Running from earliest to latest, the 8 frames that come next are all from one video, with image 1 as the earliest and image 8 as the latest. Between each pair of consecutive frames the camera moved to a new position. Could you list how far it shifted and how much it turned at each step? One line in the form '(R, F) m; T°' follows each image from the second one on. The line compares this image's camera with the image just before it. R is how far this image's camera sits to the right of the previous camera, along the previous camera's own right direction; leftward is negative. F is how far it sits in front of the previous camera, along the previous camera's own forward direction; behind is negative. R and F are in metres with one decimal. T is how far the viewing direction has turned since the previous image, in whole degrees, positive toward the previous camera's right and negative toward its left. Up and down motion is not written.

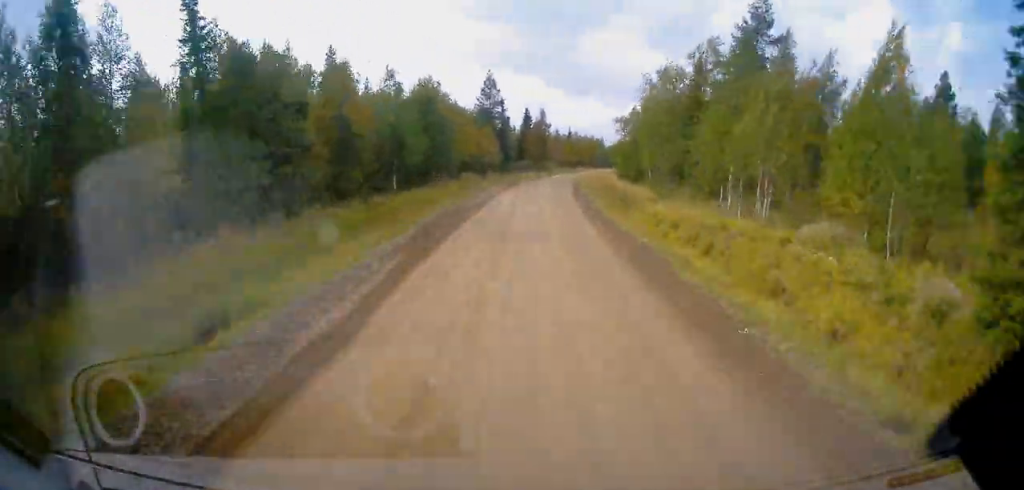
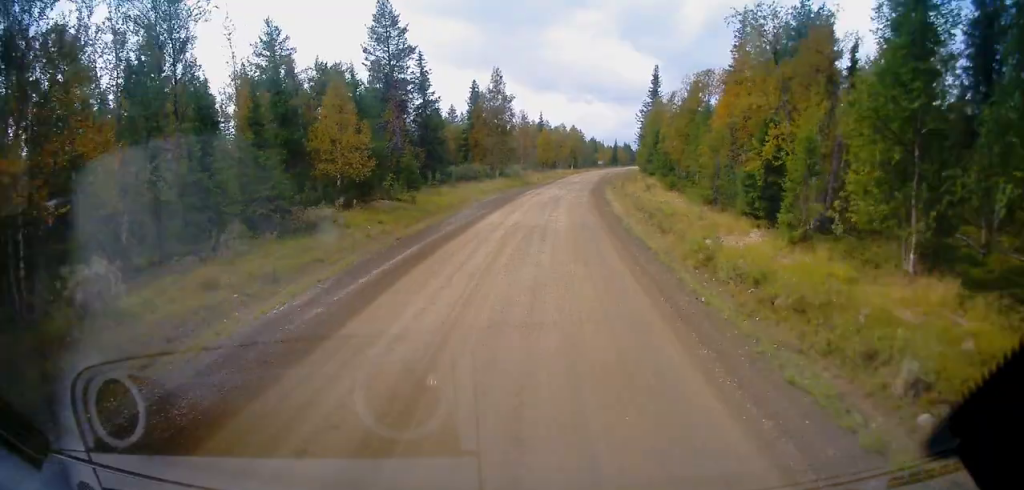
(+1.9, +48.4) m; +5°
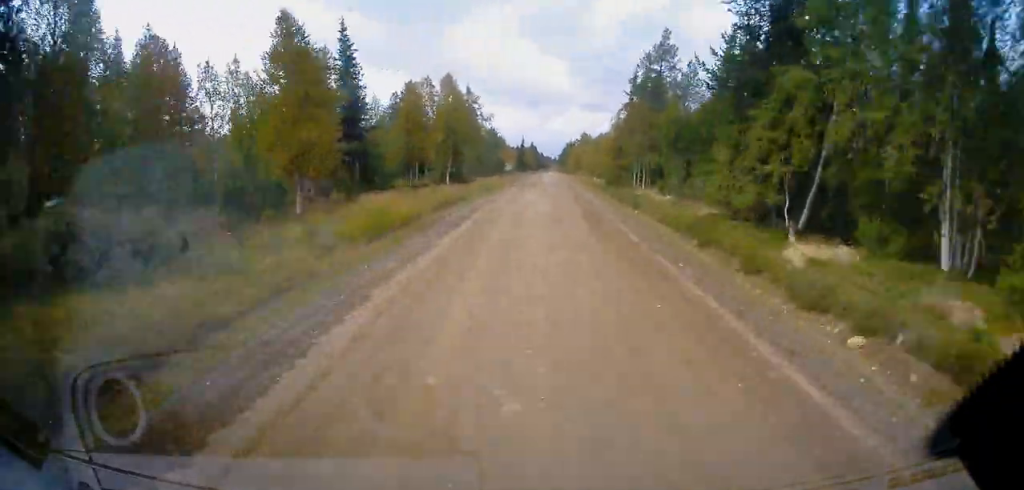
(+5.8, +73.9) m; +7°
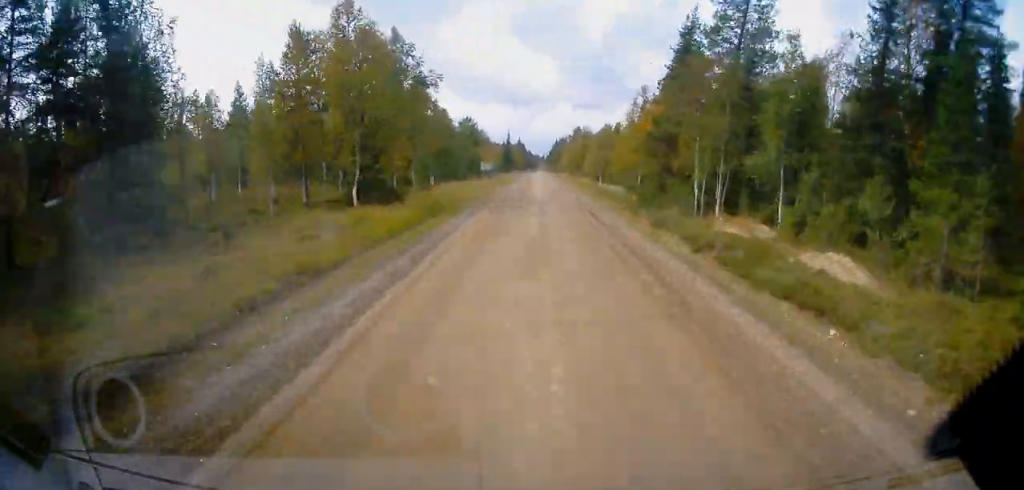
(+0.5, +24.3) m; +1°
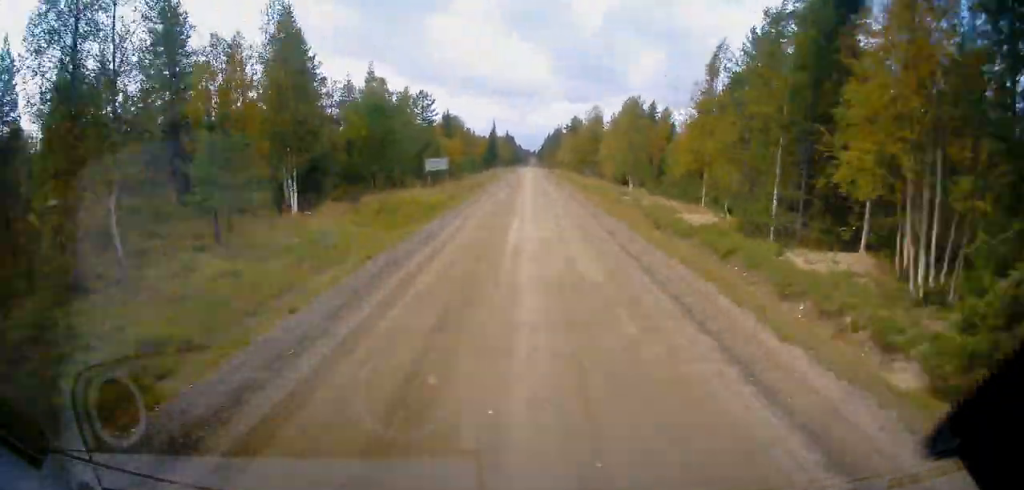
(0.0, +31.3) m; 0°
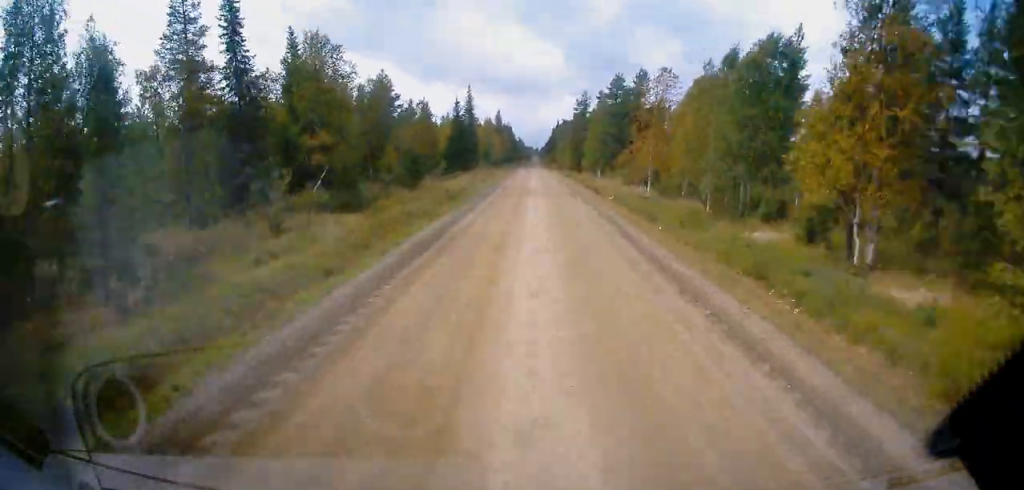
(-0.1, +76.6) m; 0°
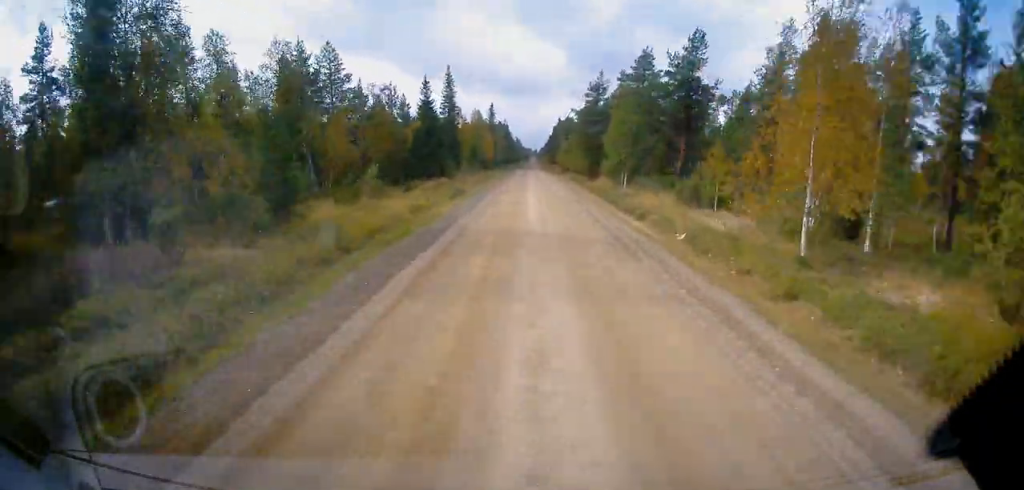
(-0.1, +22.5) m; 0°
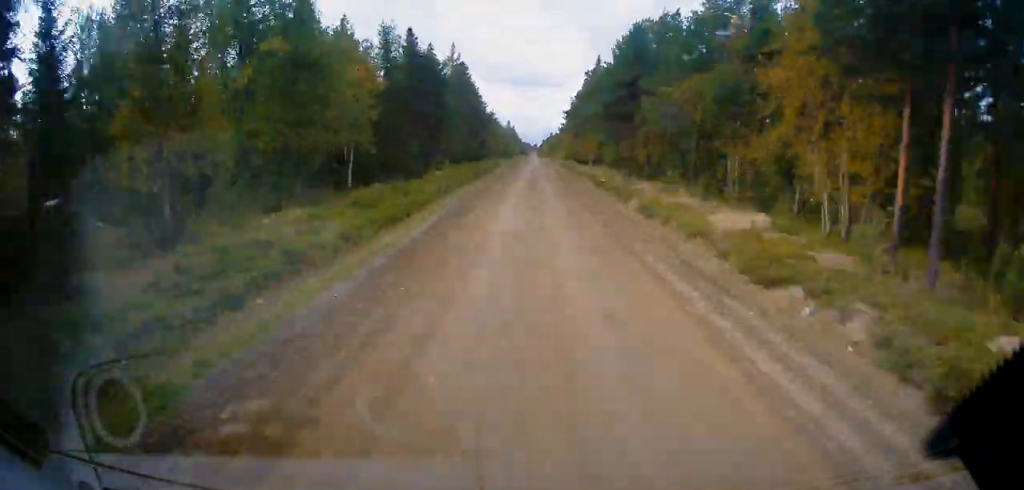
(-1.4, +132.4) m; -1°
